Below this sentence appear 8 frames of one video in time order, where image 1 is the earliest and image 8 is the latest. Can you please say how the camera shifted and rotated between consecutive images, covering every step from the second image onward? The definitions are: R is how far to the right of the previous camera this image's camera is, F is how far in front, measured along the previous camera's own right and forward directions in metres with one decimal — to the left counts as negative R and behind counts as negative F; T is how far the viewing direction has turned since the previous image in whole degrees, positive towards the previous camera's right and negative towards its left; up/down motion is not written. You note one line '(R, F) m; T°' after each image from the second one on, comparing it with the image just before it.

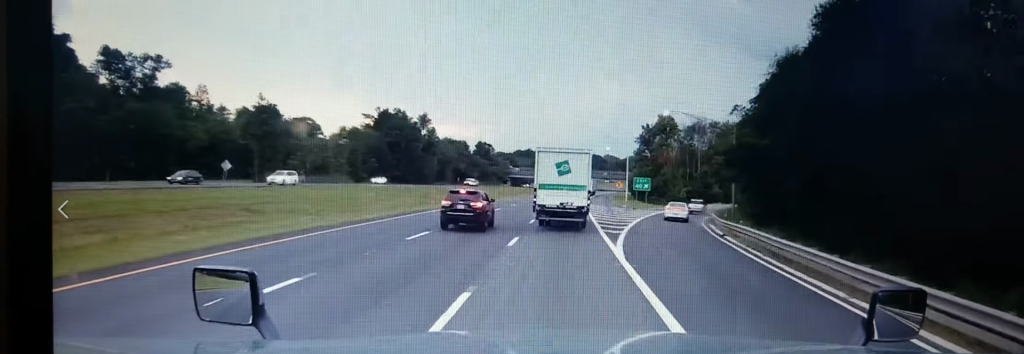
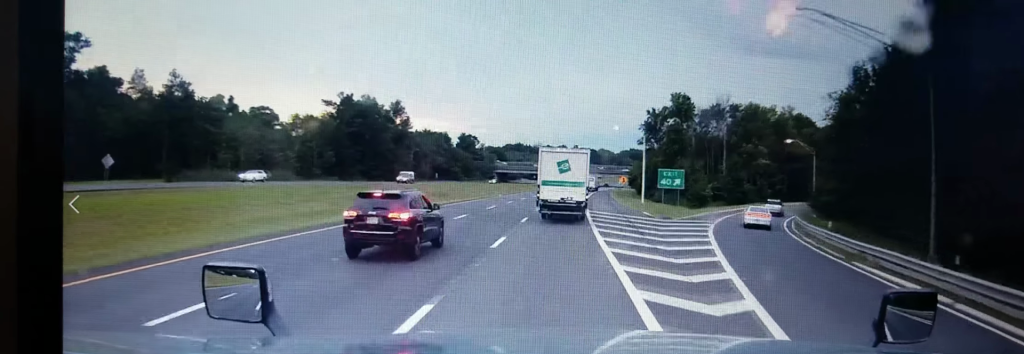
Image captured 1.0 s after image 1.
(+0.3, +26.2) m; +1°
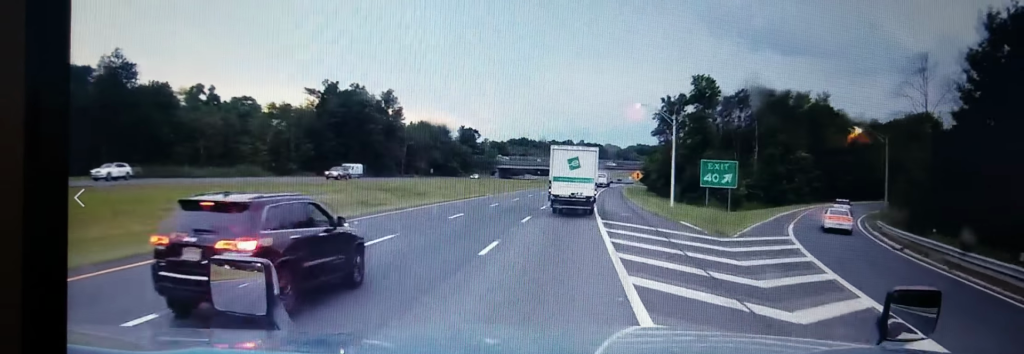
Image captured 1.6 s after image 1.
(0.0, +14.7) m; 0°
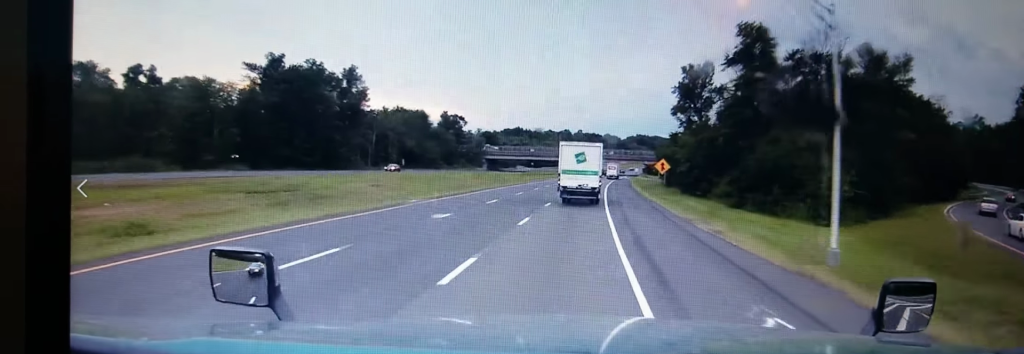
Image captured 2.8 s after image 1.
(+0.1, +28.2) m; 0°
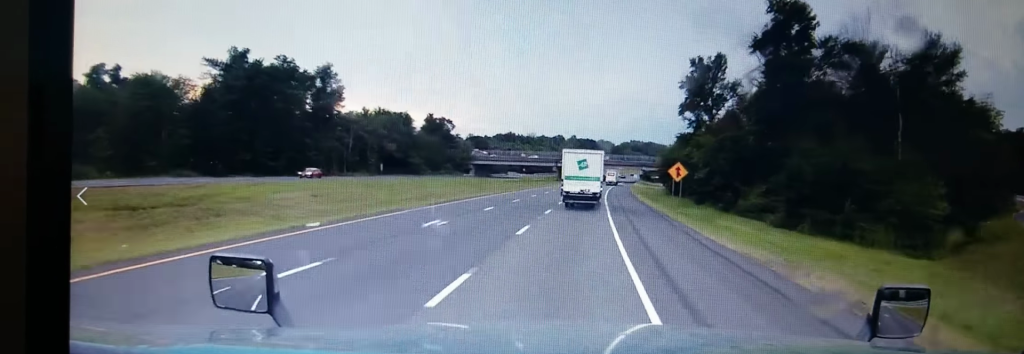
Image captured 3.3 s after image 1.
(-0.2, +13.0) m; 0°
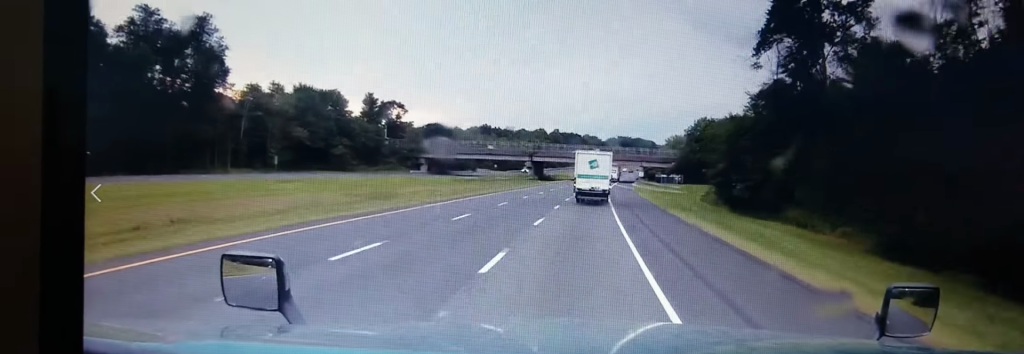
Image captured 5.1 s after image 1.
(+0.6, +44.4) m; +2°
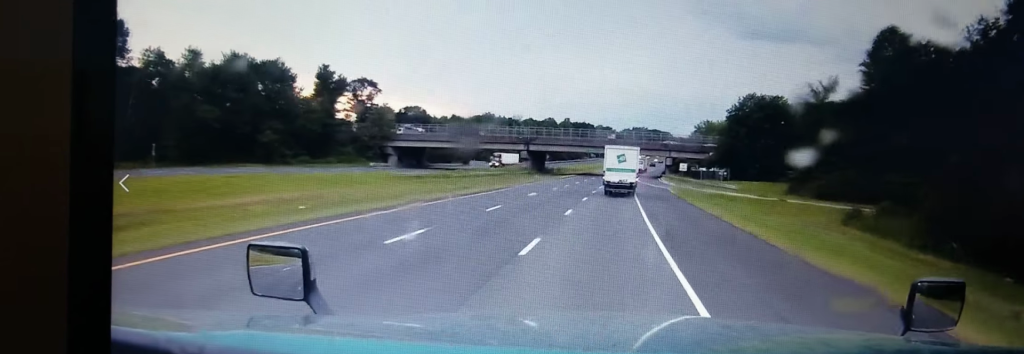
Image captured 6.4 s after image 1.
(+1.2, +34.2) m; +2°
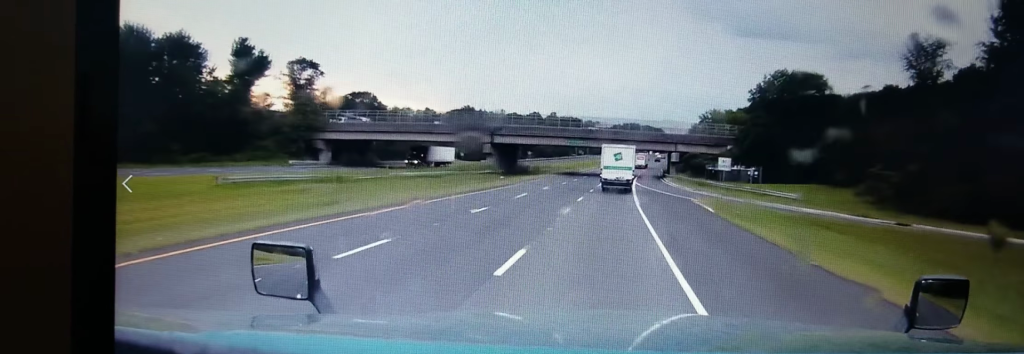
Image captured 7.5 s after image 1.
(-0.4, +26.7) m; +1°
